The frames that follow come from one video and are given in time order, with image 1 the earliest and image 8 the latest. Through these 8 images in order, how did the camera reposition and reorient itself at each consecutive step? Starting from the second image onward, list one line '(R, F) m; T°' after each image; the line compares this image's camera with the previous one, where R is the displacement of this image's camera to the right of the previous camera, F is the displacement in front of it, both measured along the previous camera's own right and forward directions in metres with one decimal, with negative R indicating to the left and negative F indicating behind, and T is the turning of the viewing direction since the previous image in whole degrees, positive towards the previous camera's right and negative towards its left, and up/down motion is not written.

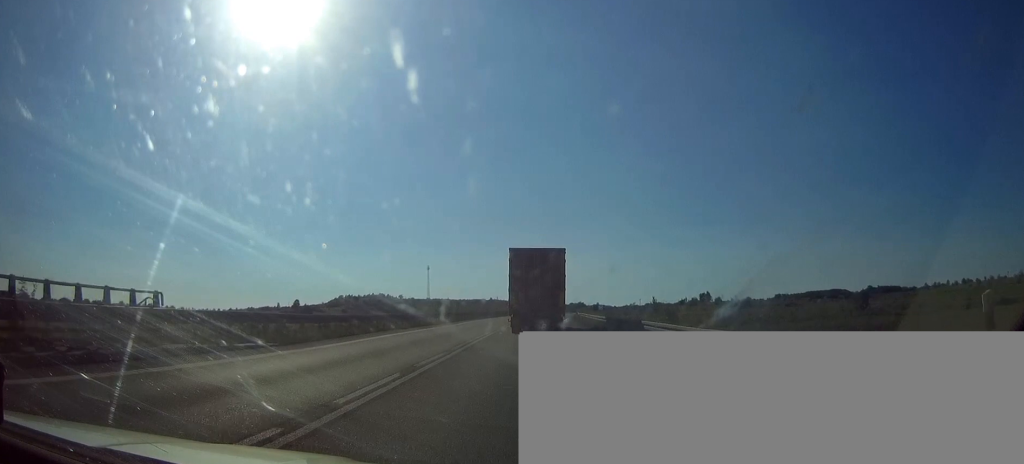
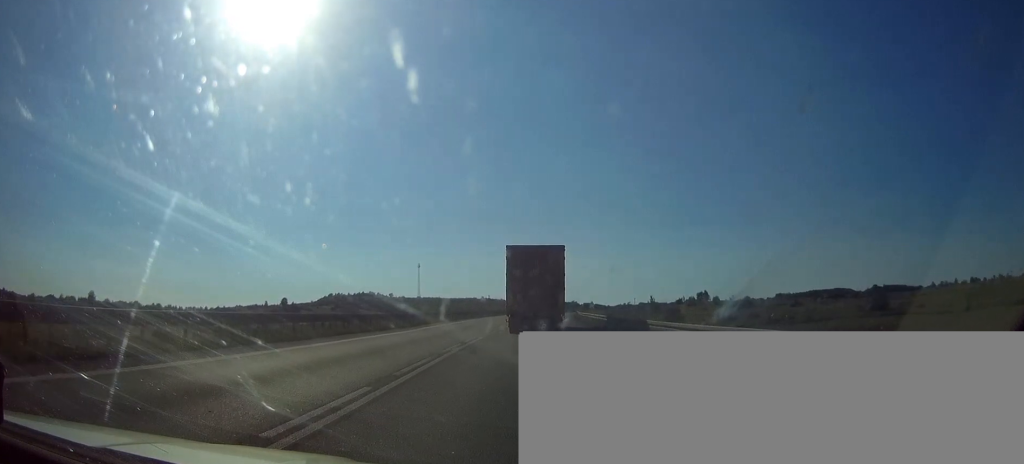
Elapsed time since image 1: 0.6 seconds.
(+0.1, +14.4) m; +1°
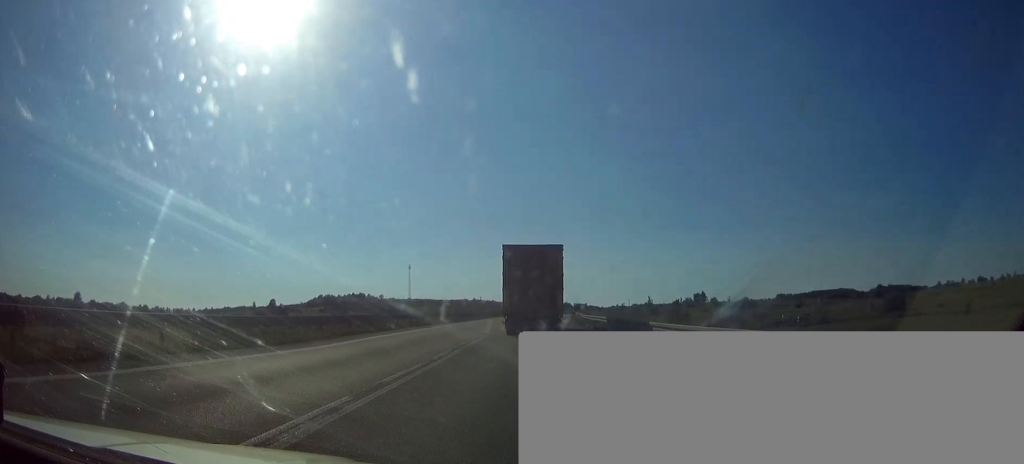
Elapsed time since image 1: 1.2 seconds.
(0.0, +12.8) m; +1°
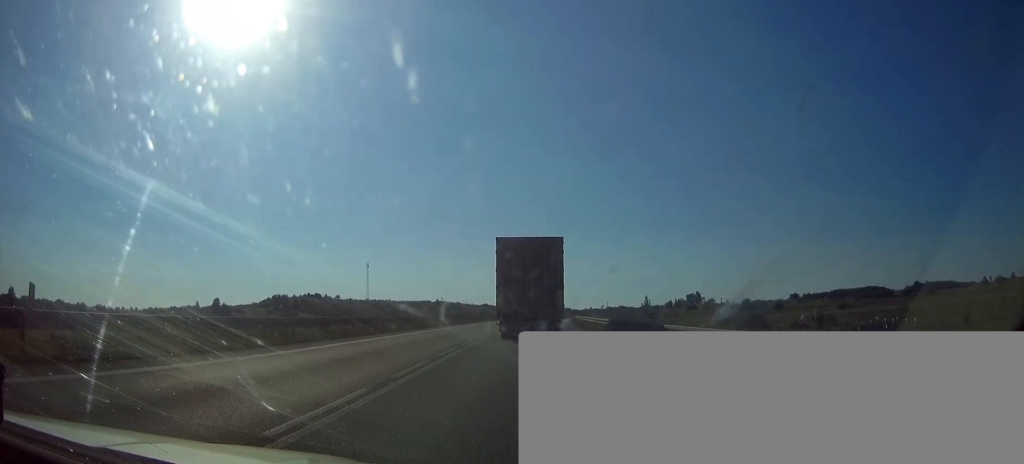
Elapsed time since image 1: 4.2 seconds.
(+1.6, +64.9) m; +2°
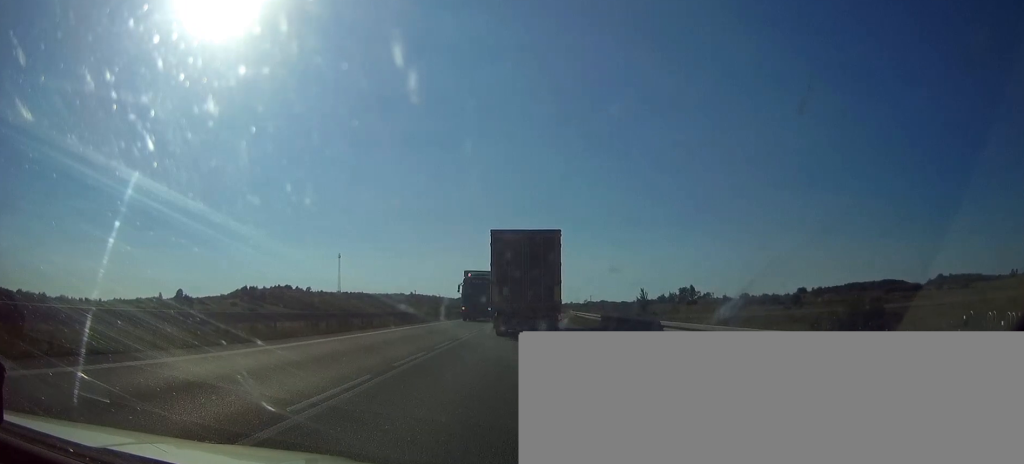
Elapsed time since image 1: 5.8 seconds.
(+0.5, +34.3) m; +2°
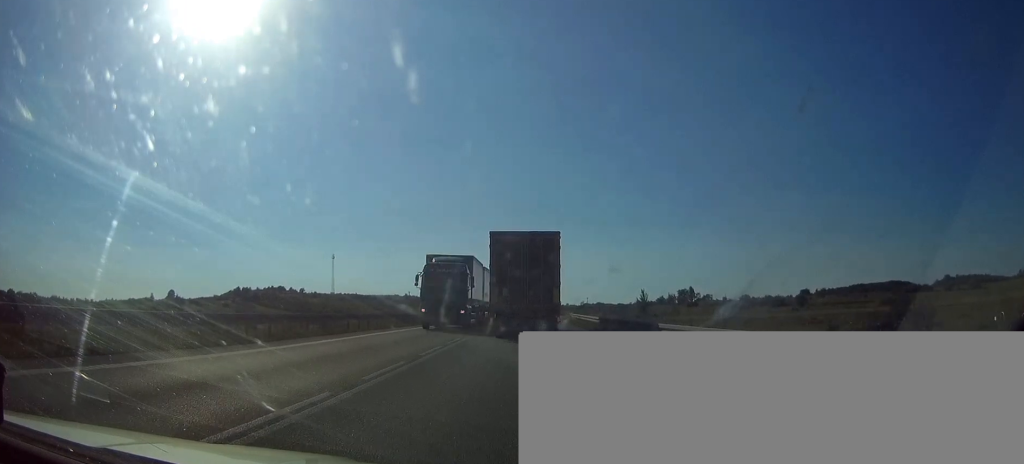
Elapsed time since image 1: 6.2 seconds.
(0.0, +8.3) m; +1°
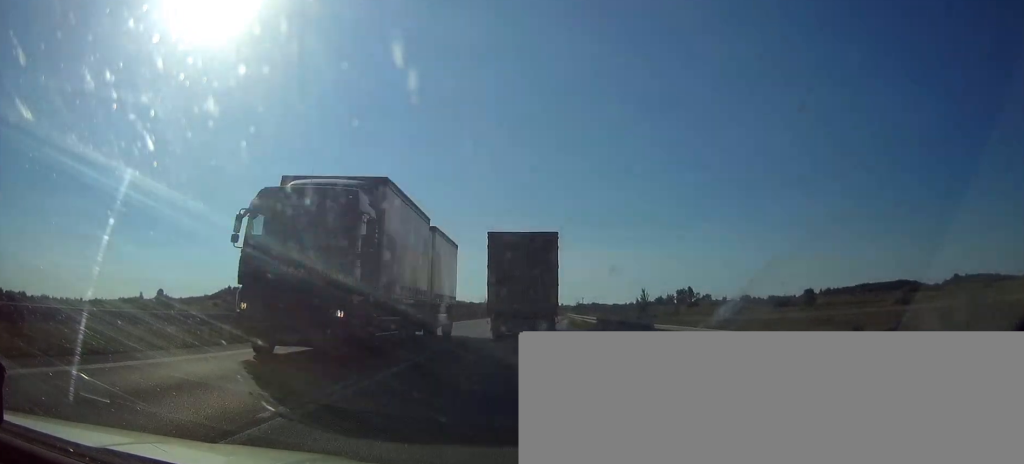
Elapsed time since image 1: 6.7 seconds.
(+0.1, +10.3) m; +1°
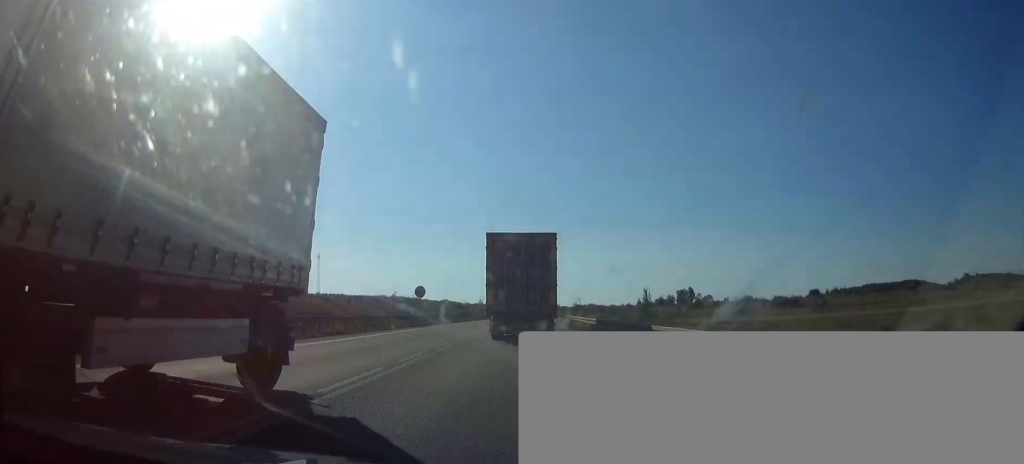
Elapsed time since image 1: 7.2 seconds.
(0.0, +9.6) m; 0°
